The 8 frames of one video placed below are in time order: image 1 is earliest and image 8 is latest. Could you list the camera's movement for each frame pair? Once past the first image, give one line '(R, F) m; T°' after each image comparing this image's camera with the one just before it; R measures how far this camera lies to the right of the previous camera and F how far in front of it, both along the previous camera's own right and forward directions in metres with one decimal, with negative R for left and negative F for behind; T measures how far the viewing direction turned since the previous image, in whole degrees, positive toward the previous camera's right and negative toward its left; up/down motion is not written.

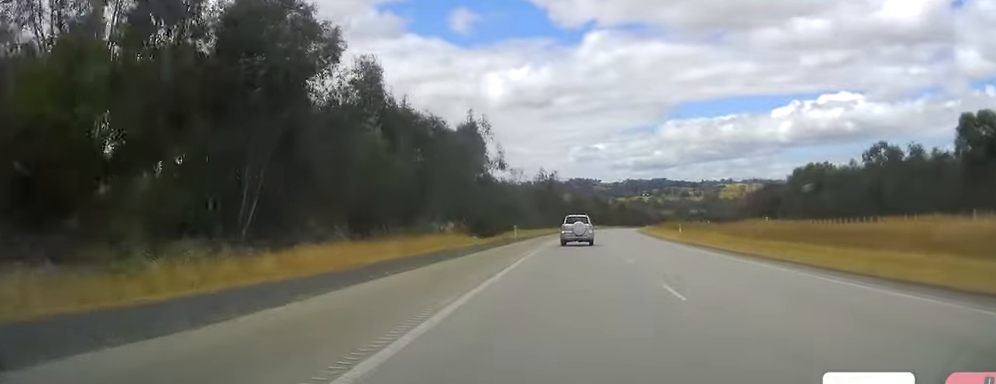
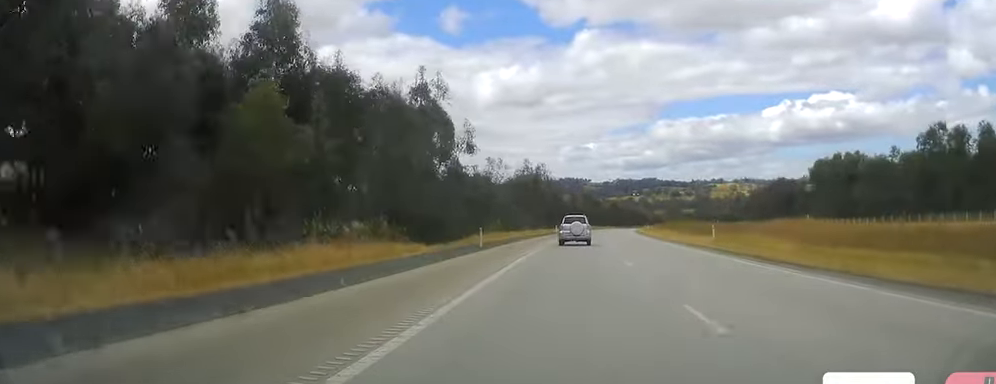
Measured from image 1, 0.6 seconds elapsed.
(+0.7, +16.2) m; +1°
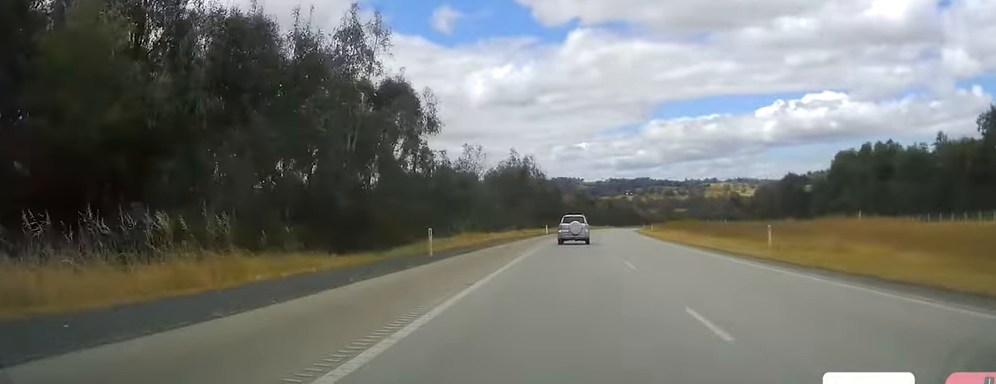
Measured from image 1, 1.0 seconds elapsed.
(+0.2, +12.5) m; +1°
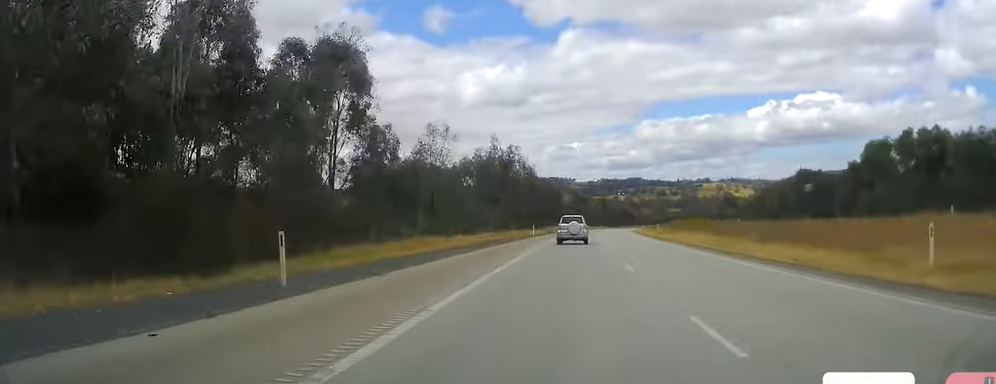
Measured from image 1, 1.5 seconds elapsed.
(-0.3, +13.4) m; 0°
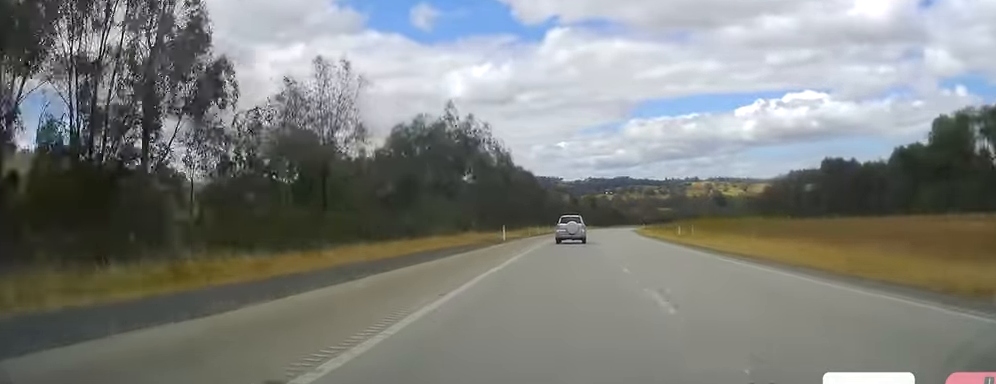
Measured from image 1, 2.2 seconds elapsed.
(+0.1, +21.1) m; +1°
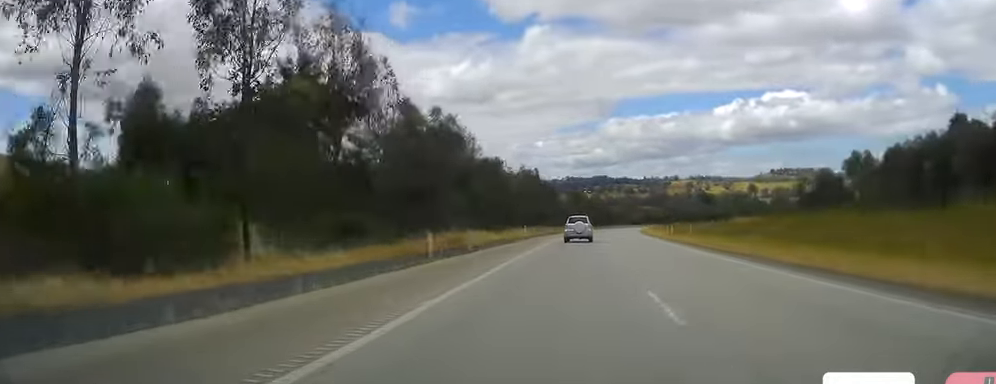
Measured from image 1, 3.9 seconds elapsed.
(+1.2, +50.0) m; +3°
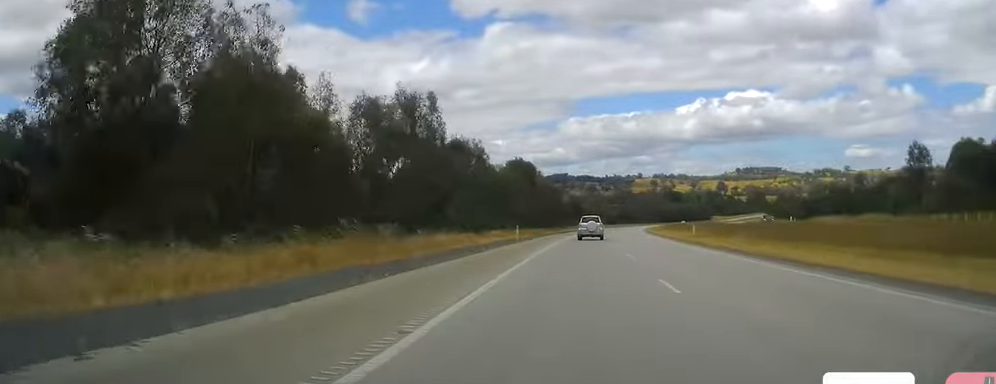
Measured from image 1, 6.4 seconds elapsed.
(+1.2, +70.1) m; +2°
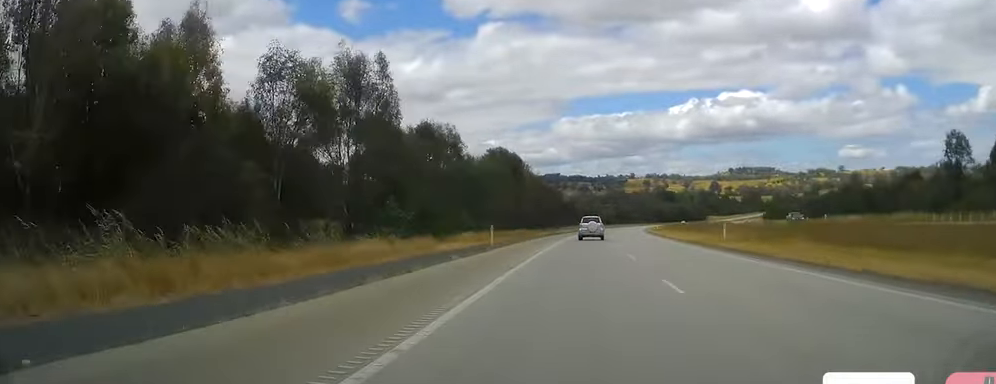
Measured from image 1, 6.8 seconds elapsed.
(0.0, +12.5) m; +1°
